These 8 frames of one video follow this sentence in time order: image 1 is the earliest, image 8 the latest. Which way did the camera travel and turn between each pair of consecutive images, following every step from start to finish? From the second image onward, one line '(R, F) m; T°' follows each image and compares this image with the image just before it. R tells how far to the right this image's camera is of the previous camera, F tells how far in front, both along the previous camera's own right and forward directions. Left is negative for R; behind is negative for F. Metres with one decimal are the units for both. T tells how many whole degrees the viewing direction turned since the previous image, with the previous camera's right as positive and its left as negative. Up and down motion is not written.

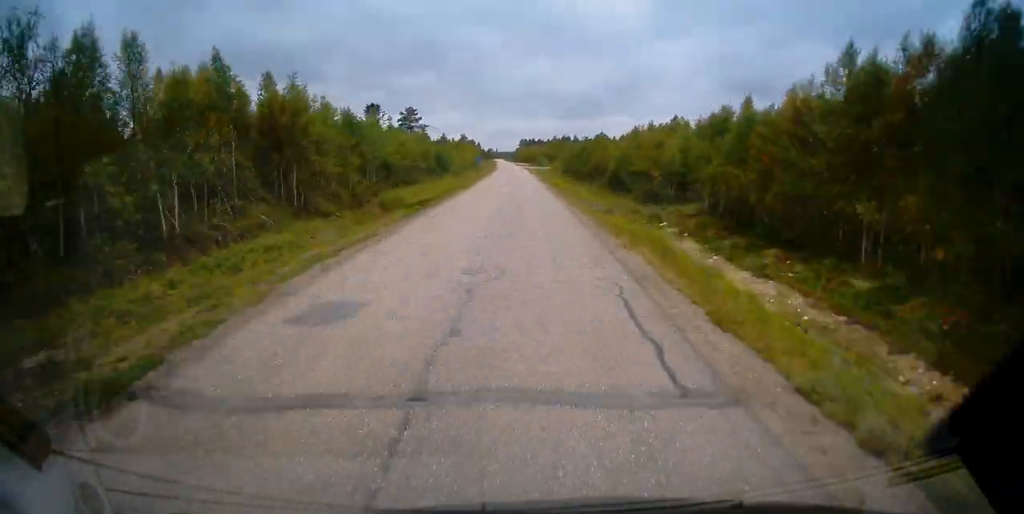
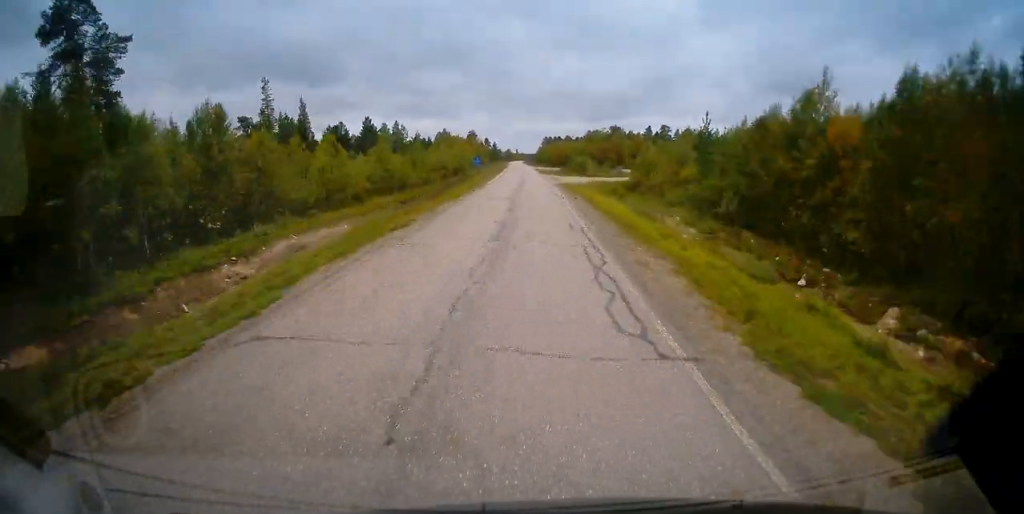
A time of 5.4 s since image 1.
(-1.1, +80.6) m; +1°
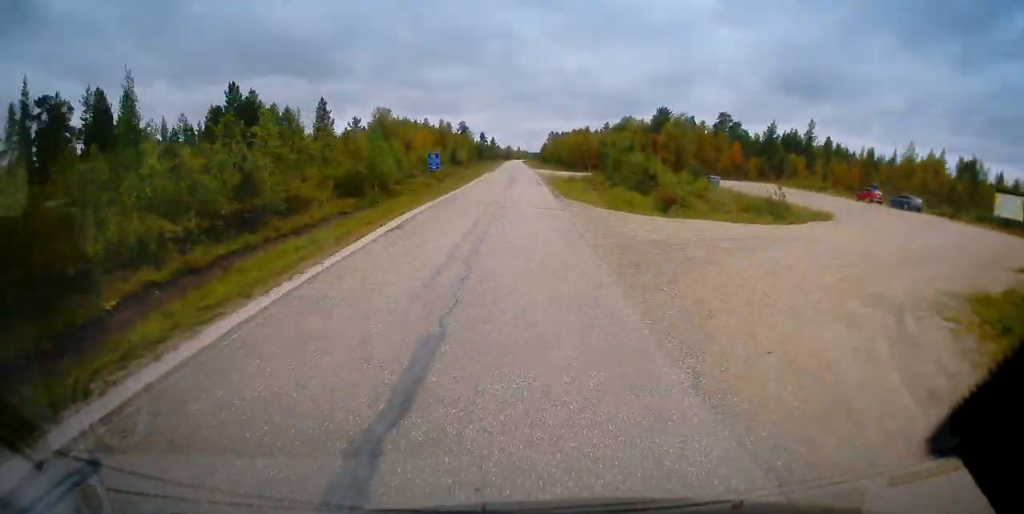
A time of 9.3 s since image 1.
(+1.3, +56.9) m; -2°
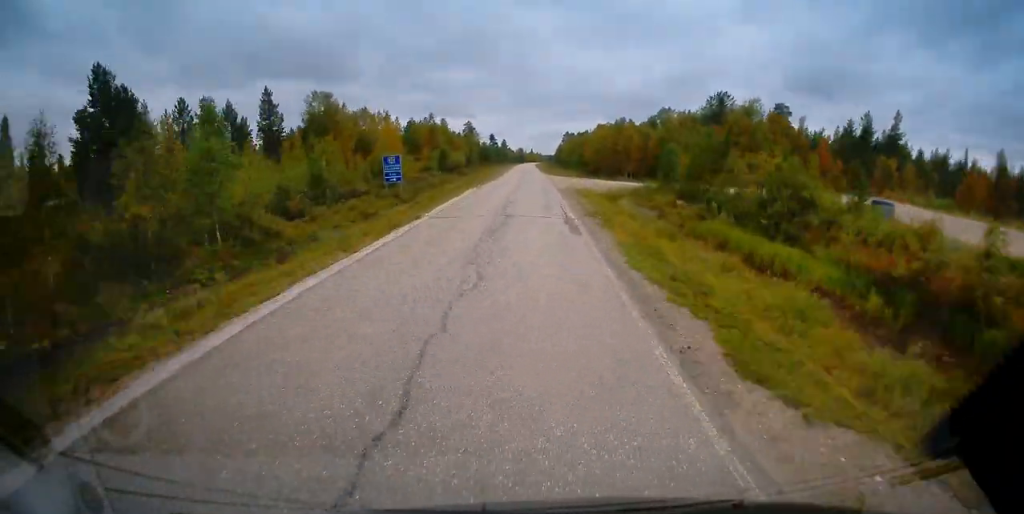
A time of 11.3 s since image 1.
(+1.7, +28.4) m; -2°
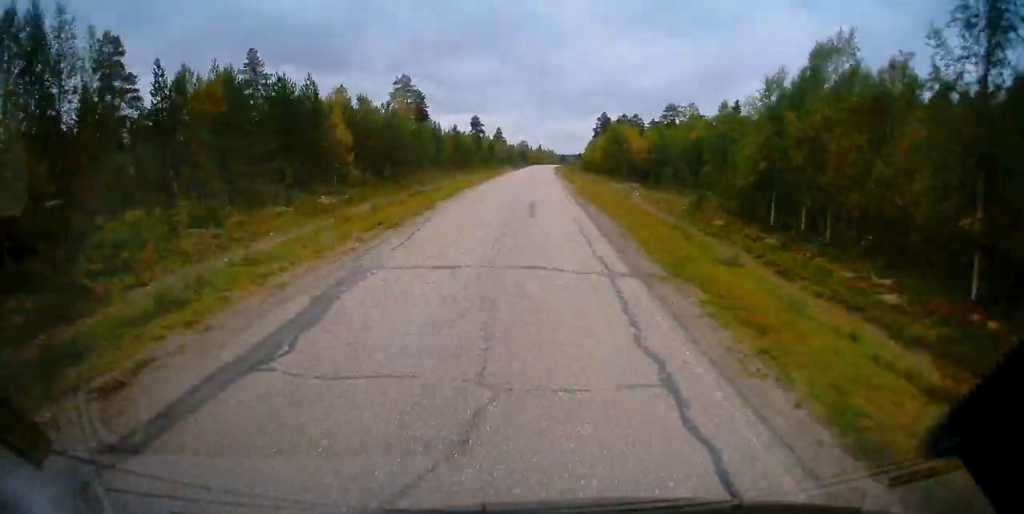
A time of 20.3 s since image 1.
(-6.6, +135.5) m; +1°
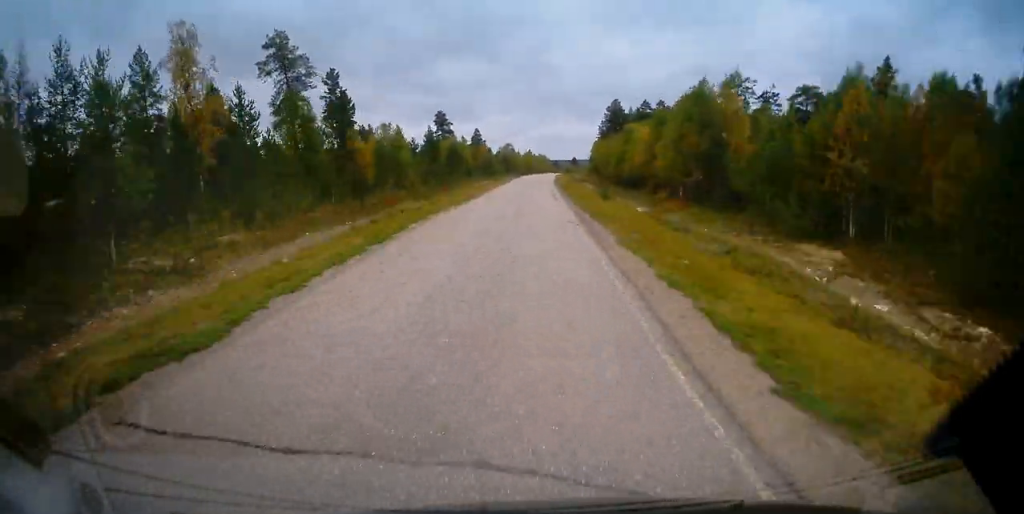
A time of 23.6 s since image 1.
(+0.6, +51.1) m; +1°
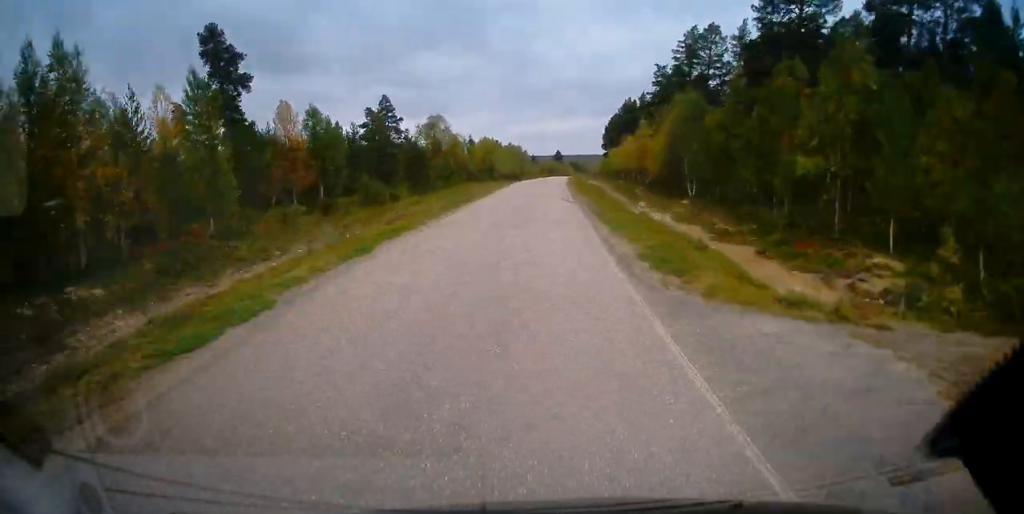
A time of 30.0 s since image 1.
(+2.2, +102.2) m; +3°
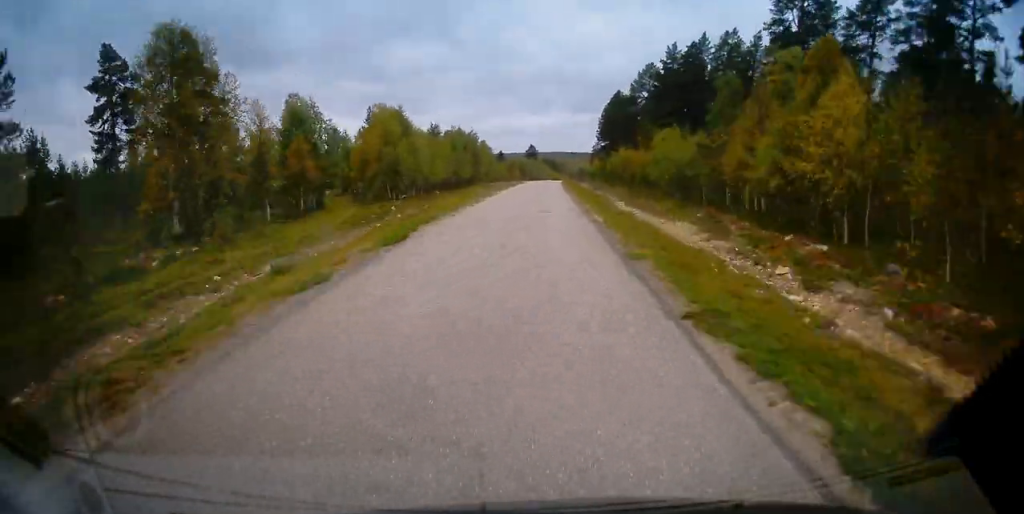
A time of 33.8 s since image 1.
(+1.0, +60.2) m; +2°
